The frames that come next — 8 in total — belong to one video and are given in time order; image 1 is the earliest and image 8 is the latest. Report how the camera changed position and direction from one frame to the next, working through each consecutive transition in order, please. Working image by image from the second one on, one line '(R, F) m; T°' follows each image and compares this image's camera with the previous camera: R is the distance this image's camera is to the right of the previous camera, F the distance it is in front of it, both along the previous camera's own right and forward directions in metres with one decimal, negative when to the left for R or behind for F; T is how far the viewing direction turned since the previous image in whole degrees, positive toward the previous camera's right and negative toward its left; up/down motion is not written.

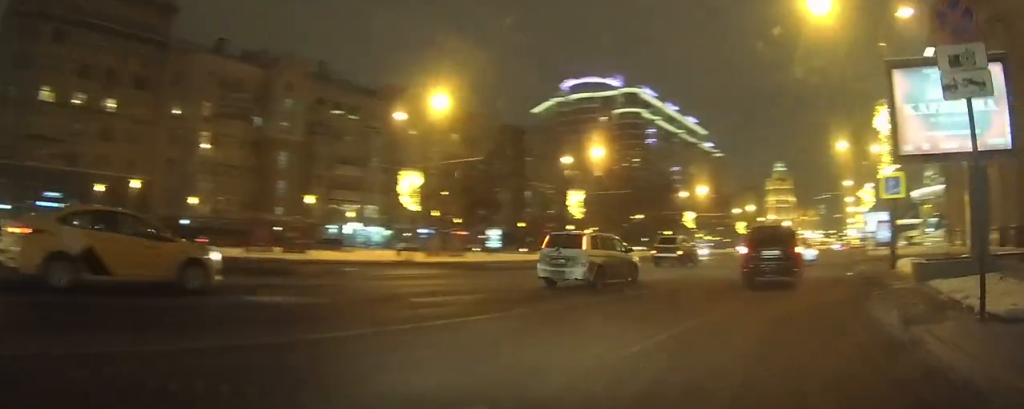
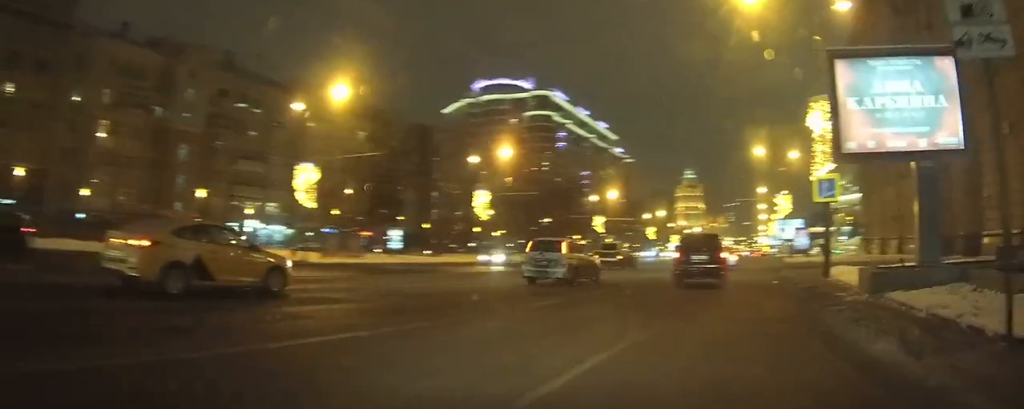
(0.0, +2.3) m; +5°
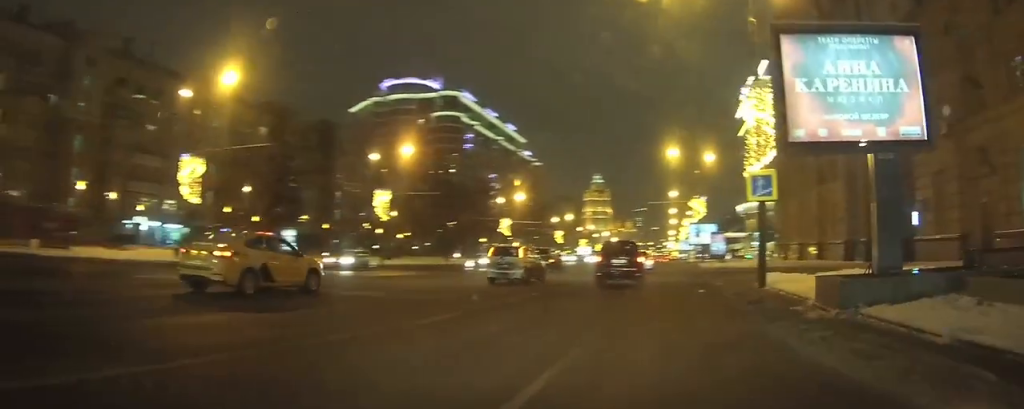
(+0.2, +3.1) m; +4°
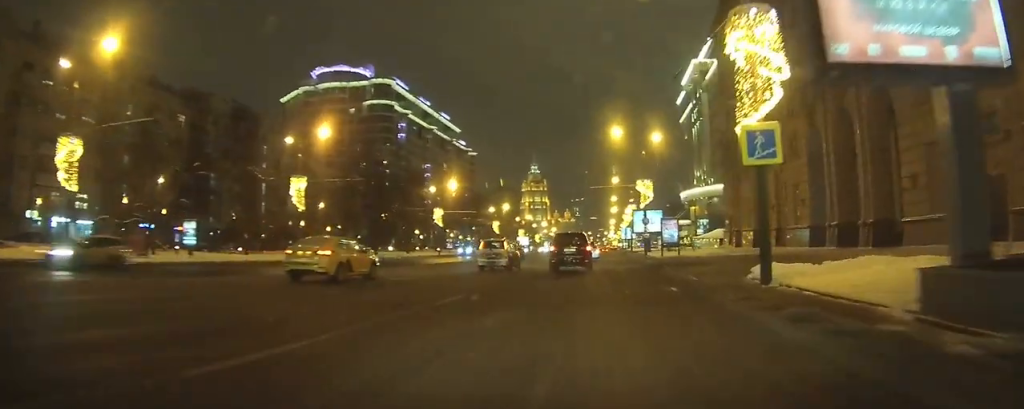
(+0.3, +5.7) m; +6°
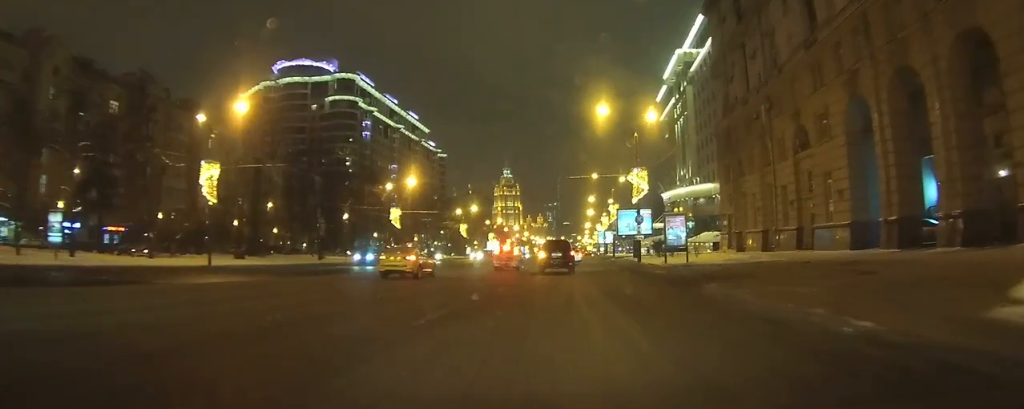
(+0.5, +11.3) m; +2°
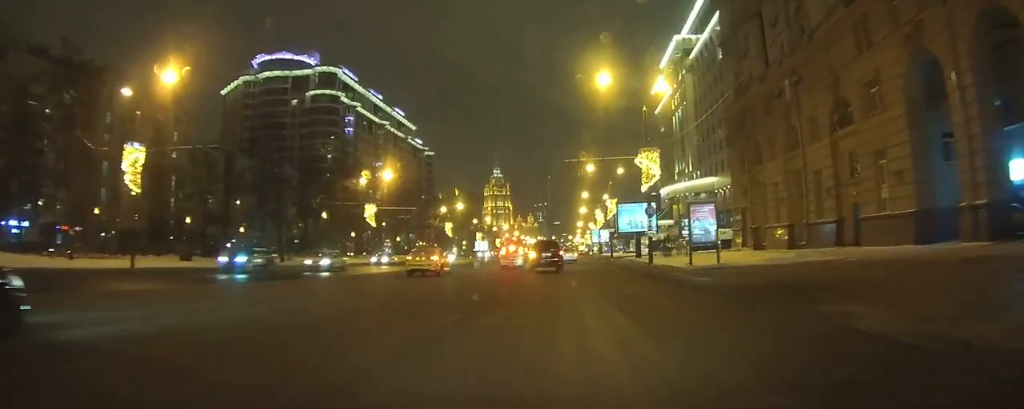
(-0.1, +8.3) m; +1°
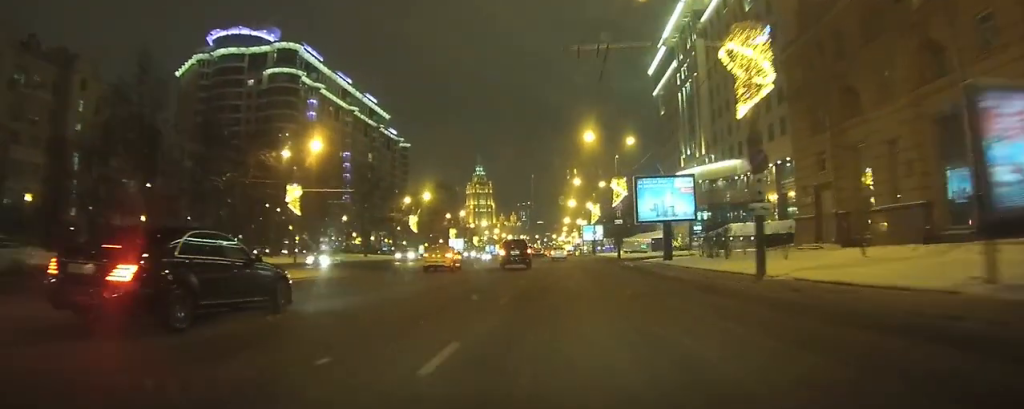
(+1.6, +21.3) m; +7°
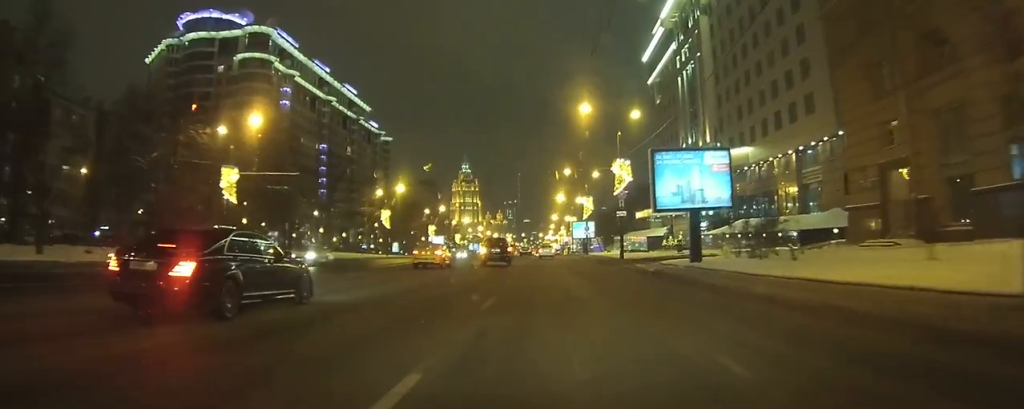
(-0.1, +11.7) m; 0°
